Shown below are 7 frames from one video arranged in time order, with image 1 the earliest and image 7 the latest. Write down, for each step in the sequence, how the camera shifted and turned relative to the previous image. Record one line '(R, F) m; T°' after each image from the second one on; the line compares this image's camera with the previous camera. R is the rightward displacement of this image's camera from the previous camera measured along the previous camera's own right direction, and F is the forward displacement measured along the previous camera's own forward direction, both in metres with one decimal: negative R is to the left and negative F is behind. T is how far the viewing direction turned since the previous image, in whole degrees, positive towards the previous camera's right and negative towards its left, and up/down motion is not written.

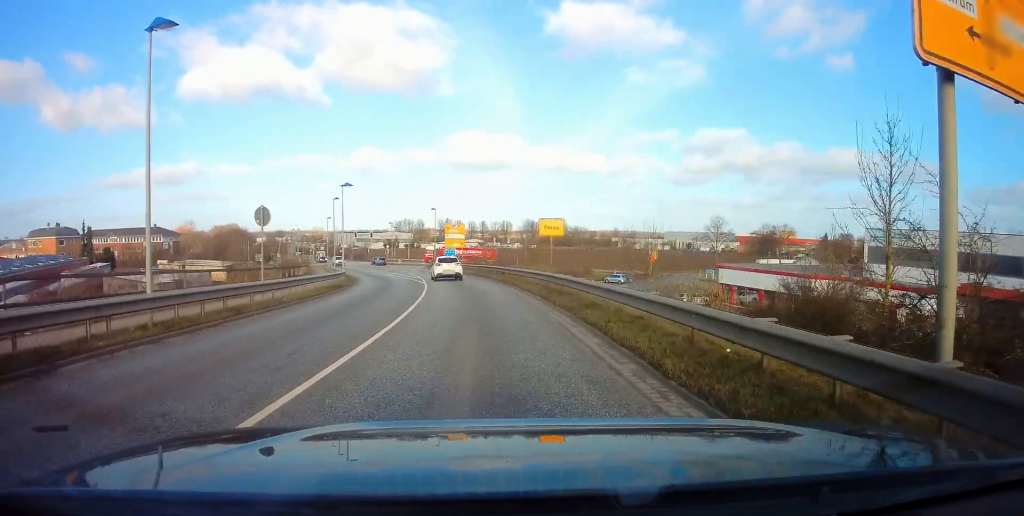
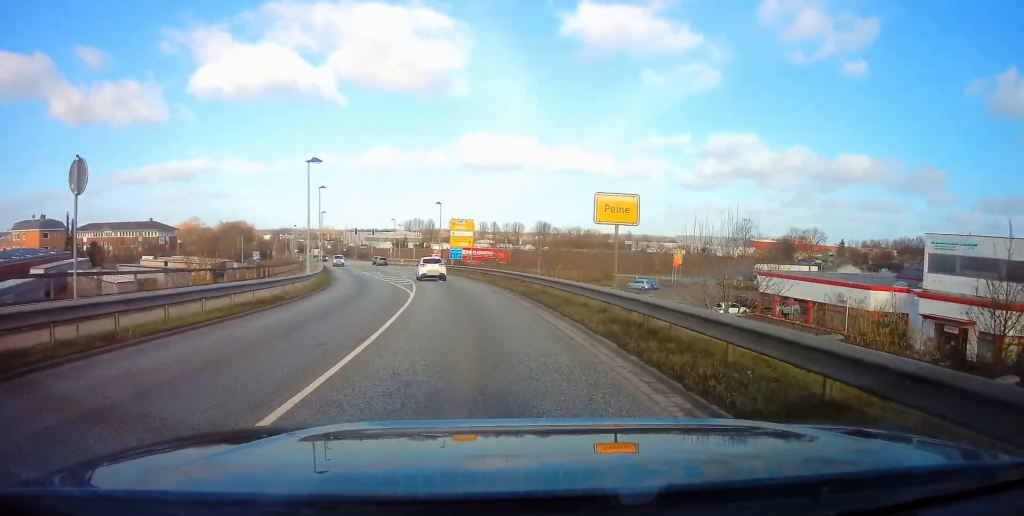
(-0.2, +9.1) m; -1°
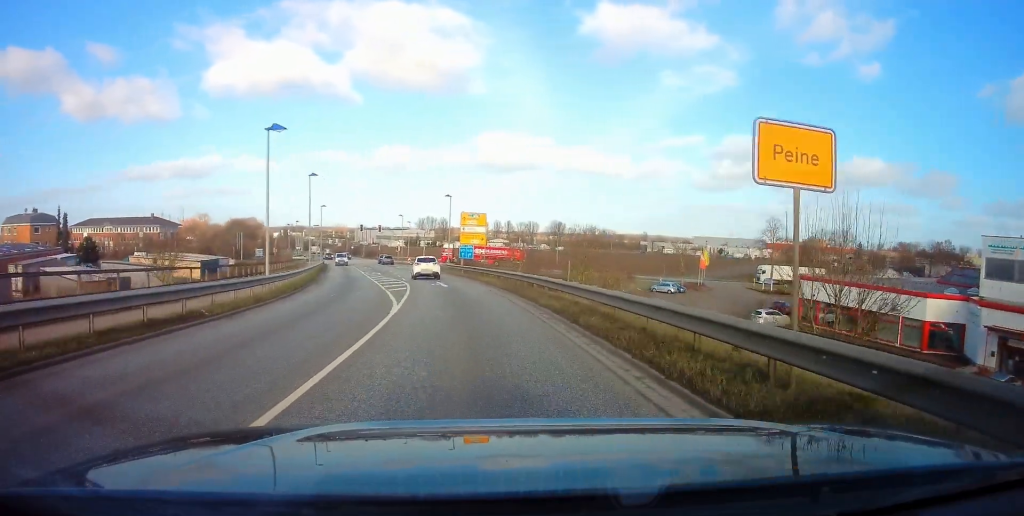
(-0.1, +6.9) m; -1°
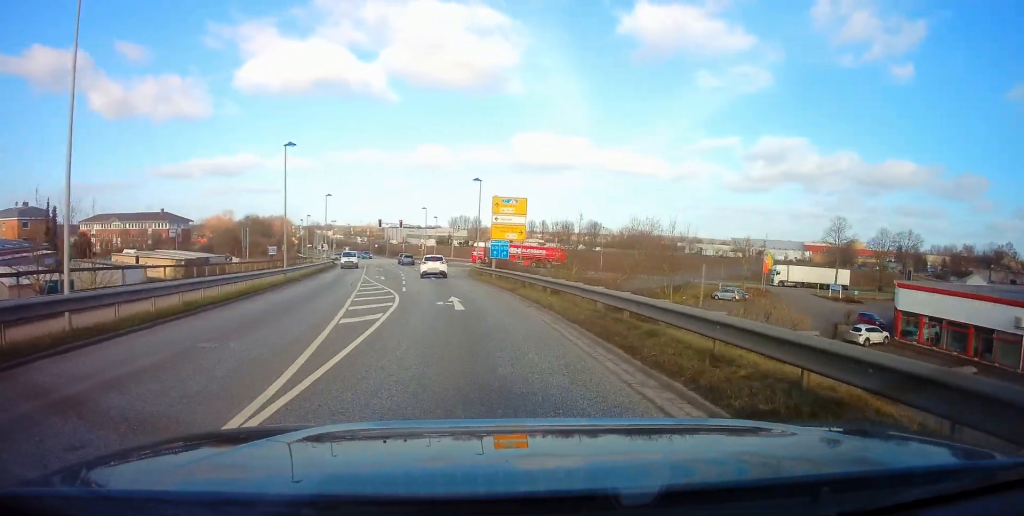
(-0.2, +12.5) m; -4°
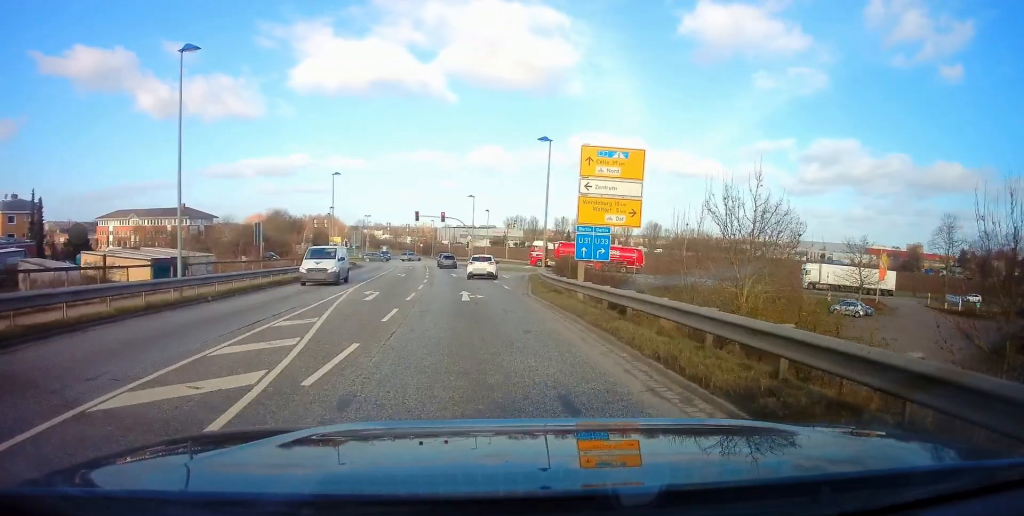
(-1.1, +17.2) m; -6°
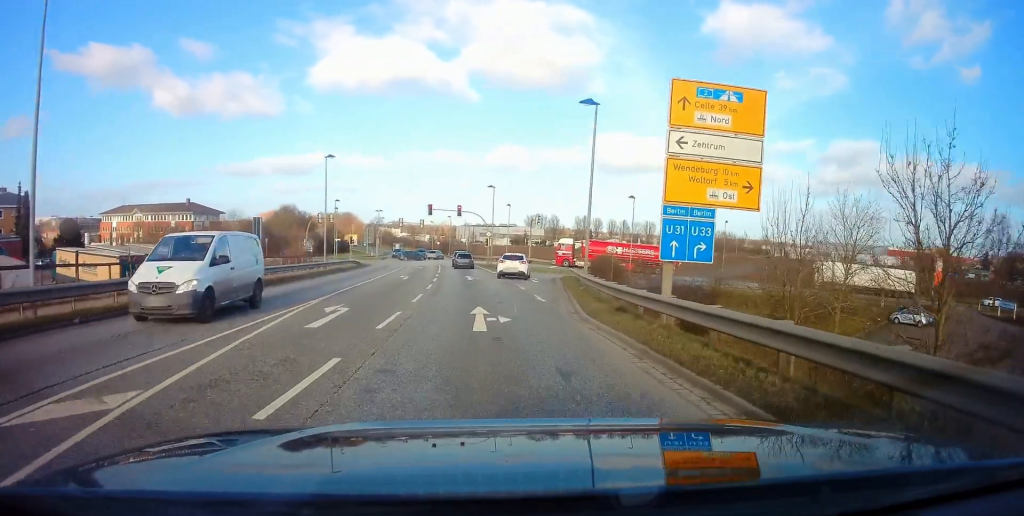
(-0.1, +7.6) m; -1°
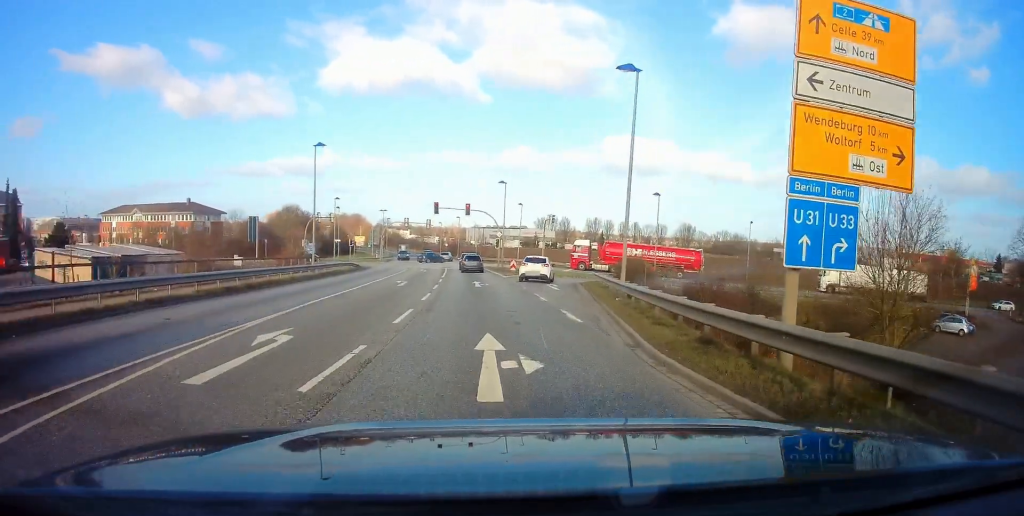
(-0.1, +4.9) m; -1°
